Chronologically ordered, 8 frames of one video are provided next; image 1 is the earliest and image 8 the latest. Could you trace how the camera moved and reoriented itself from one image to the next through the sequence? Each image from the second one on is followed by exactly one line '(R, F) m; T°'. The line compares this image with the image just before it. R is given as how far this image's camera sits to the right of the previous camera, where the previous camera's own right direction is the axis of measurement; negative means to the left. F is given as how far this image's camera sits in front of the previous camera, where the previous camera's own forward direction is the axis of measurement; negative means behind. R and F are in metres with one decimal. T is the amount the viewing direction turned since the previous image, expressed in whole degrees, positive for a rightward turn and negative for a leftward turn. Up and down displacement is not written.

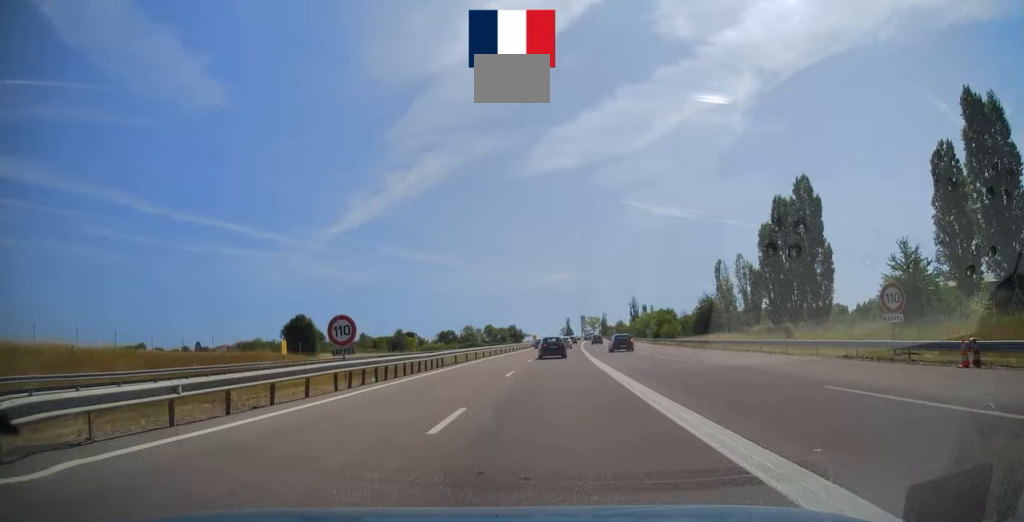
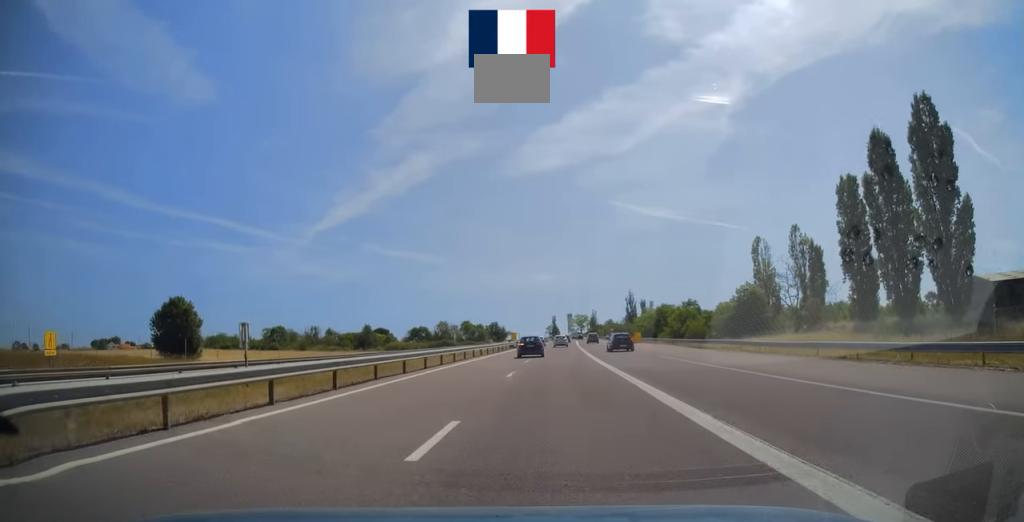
(-0.2, +28.4) m; +1°
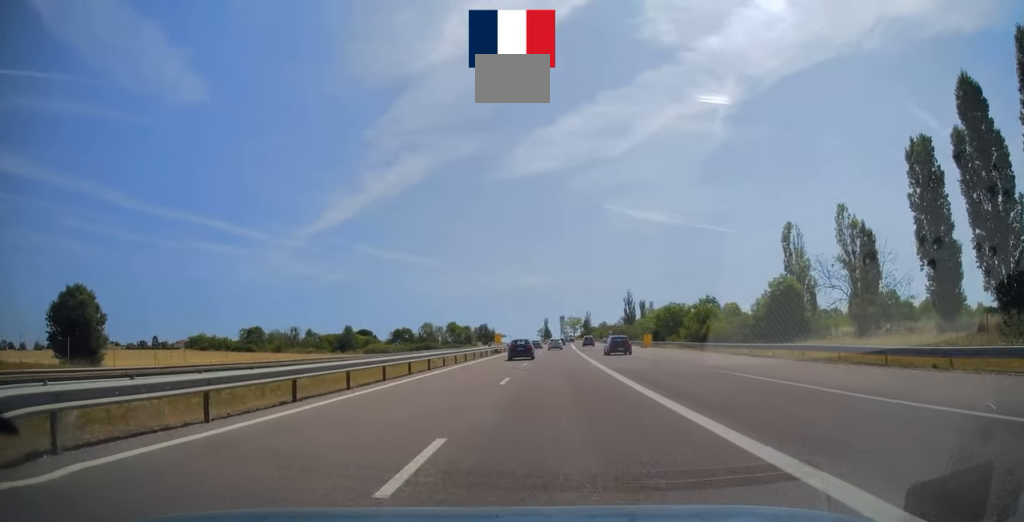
(+0.4, +14.6) m; +1°
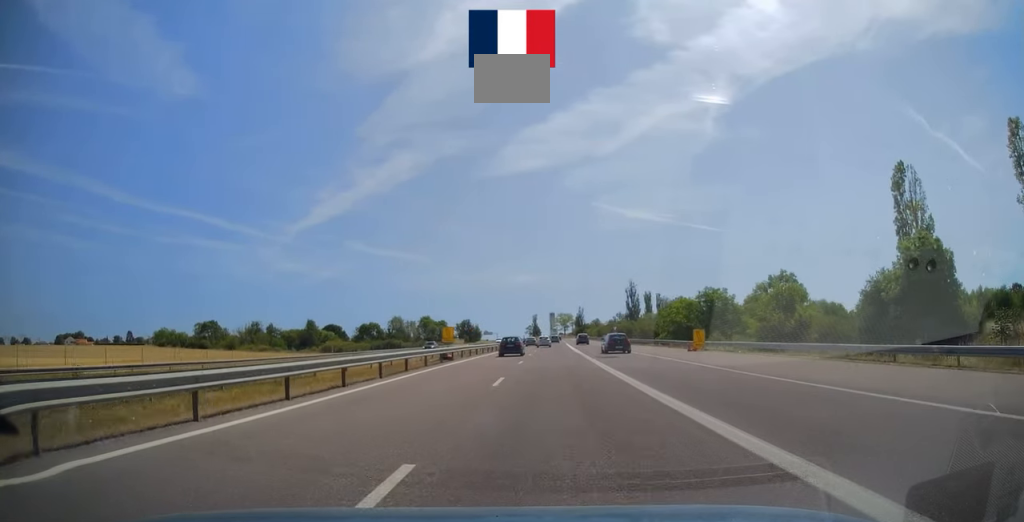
(+0.1, +28.1) m; +1°
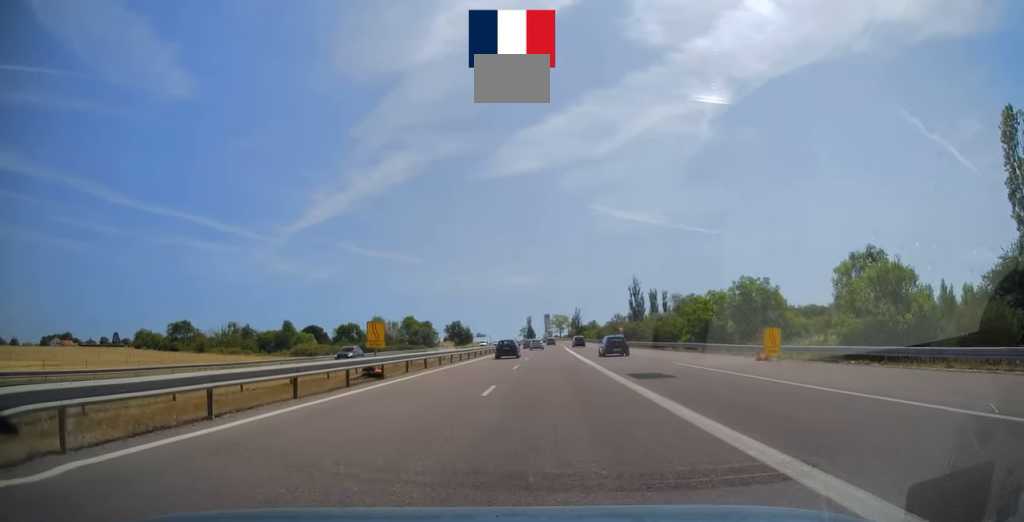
(0.0, +15.4) m; 0°
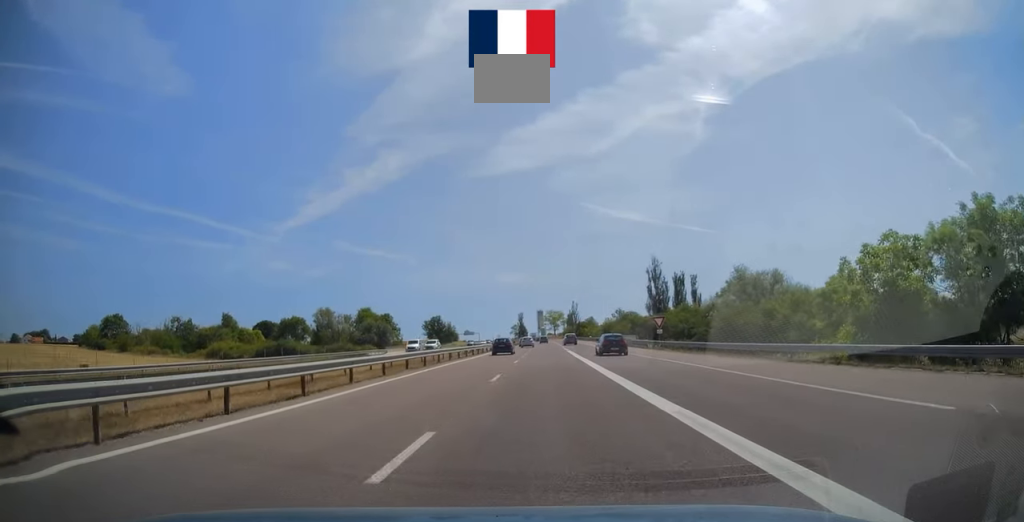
(+0.5, +34.9) m; +1°
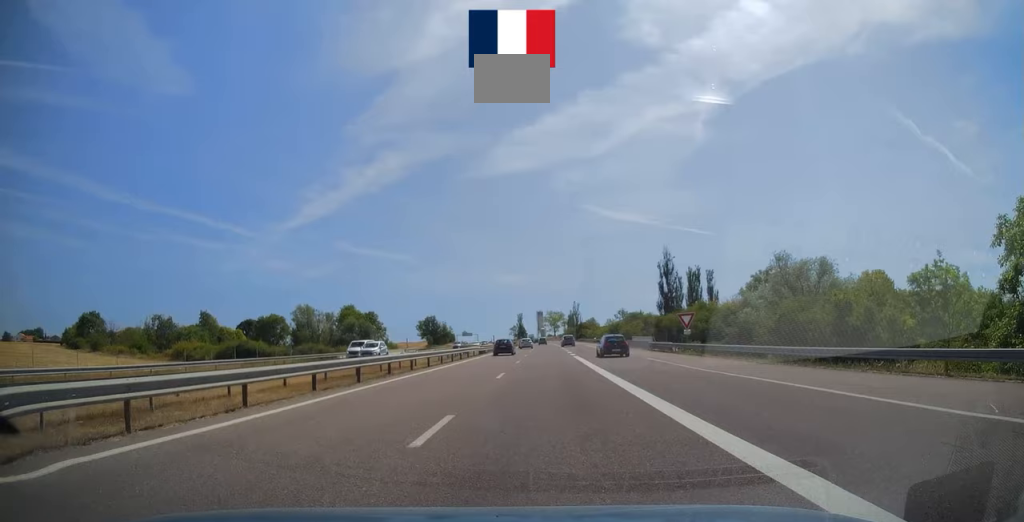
(0.0, +11.1) m; 0°
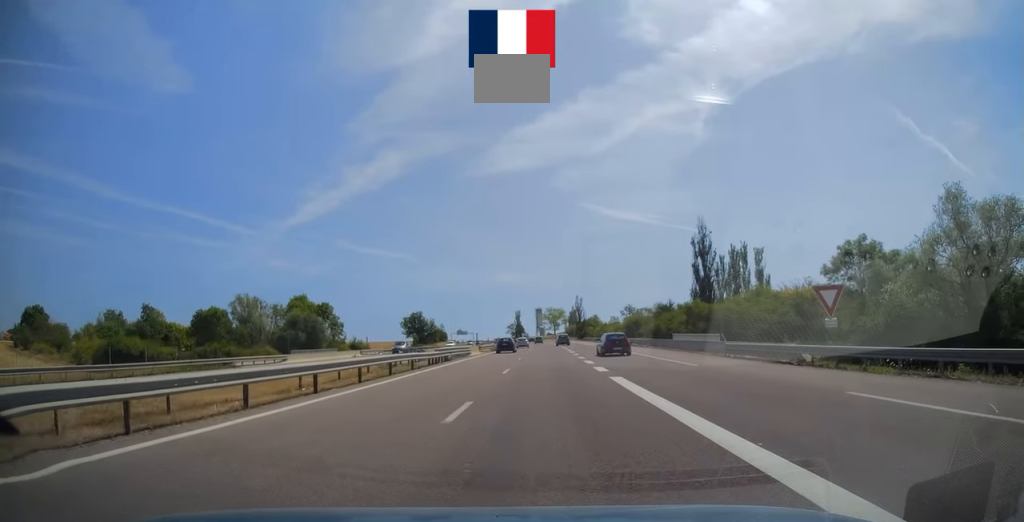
(0.0, +24.0) m; +1°
